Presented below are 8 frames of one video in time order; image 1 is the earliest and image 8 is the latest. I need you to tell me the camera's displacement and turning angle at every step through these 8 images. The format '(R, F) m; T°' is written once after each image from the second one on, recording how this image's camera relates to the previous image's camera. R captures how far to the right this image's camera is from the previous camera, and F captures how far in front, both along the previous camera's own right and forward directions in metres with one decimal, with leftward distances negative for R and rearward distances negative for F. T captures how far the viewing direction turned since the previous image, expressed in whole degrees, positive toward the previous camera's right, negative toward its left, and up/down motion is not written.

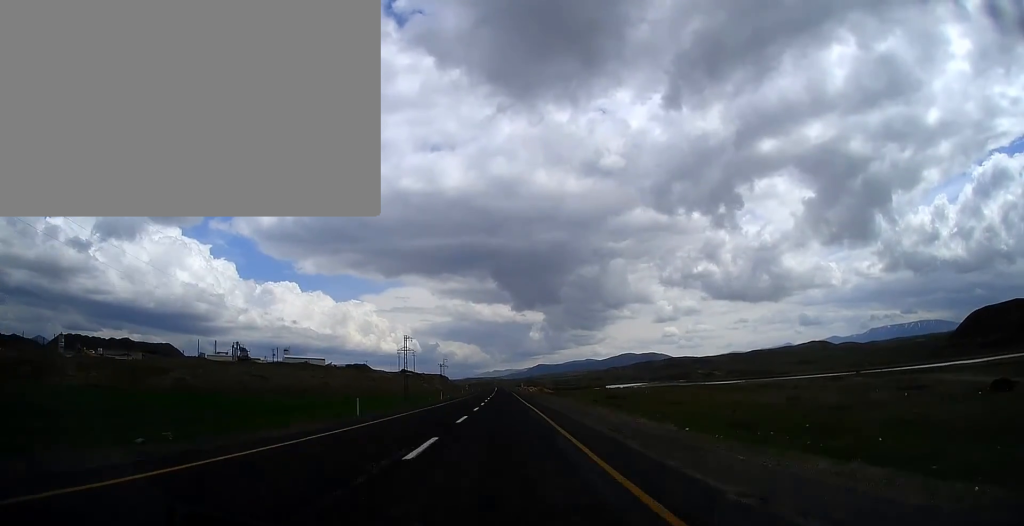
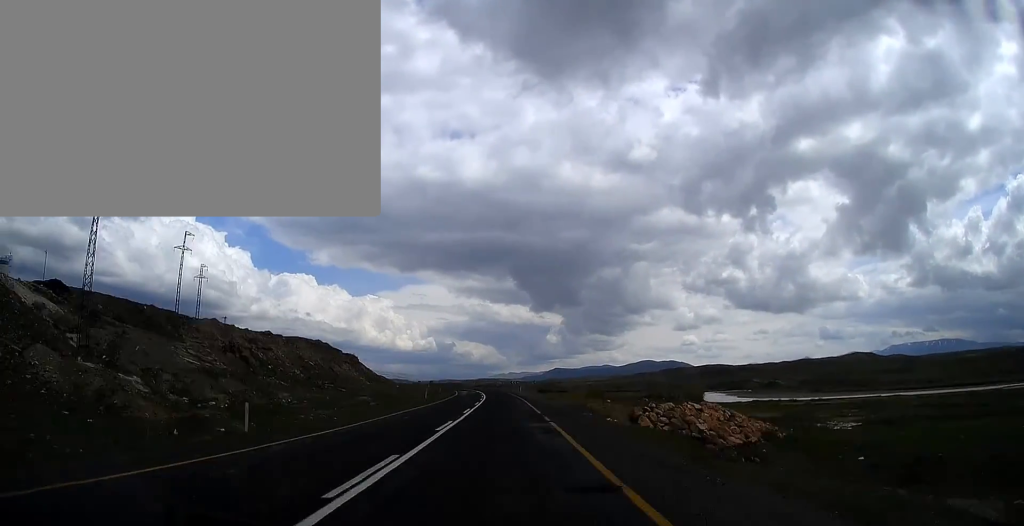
(-2.4, +260.0) m; -7°
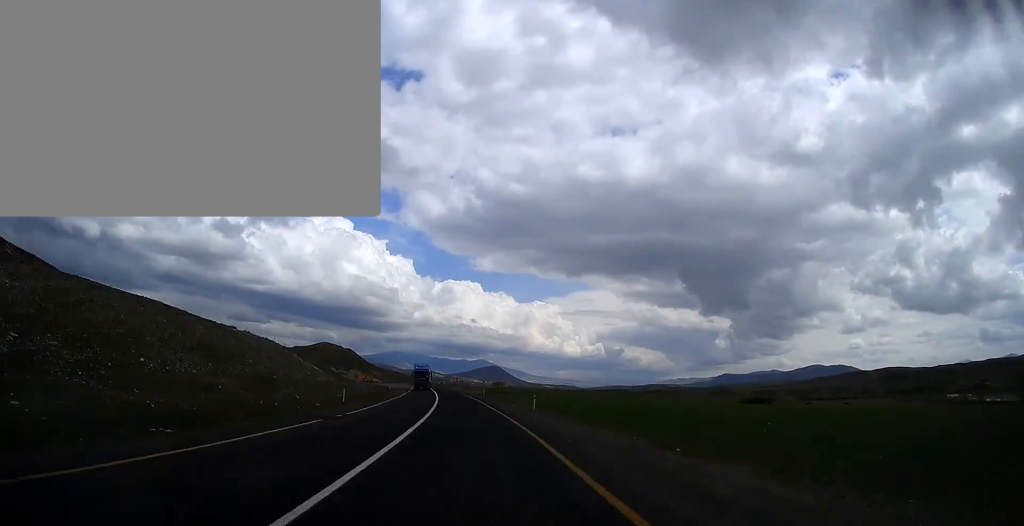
(-18.7, +169.4) m; -13°
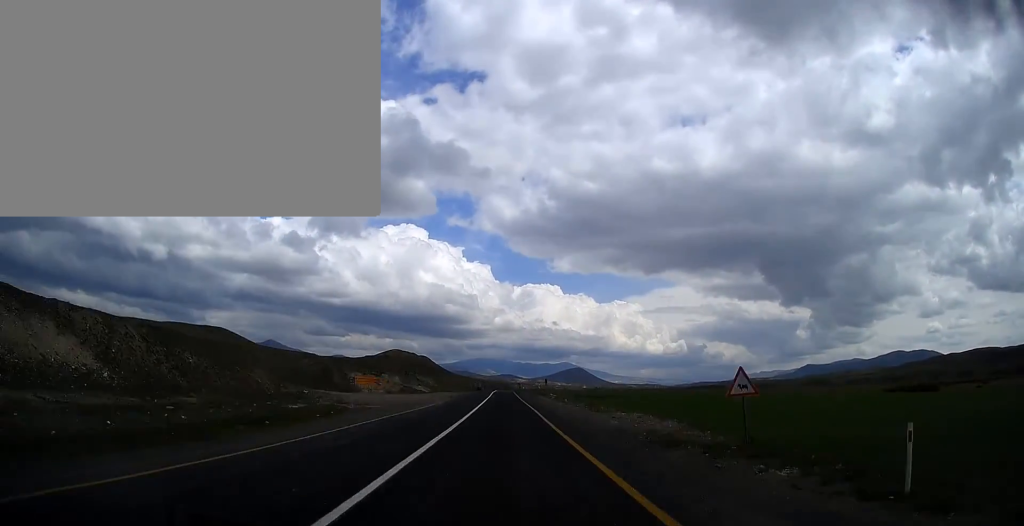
(-7.2, +82.8) m; -3°
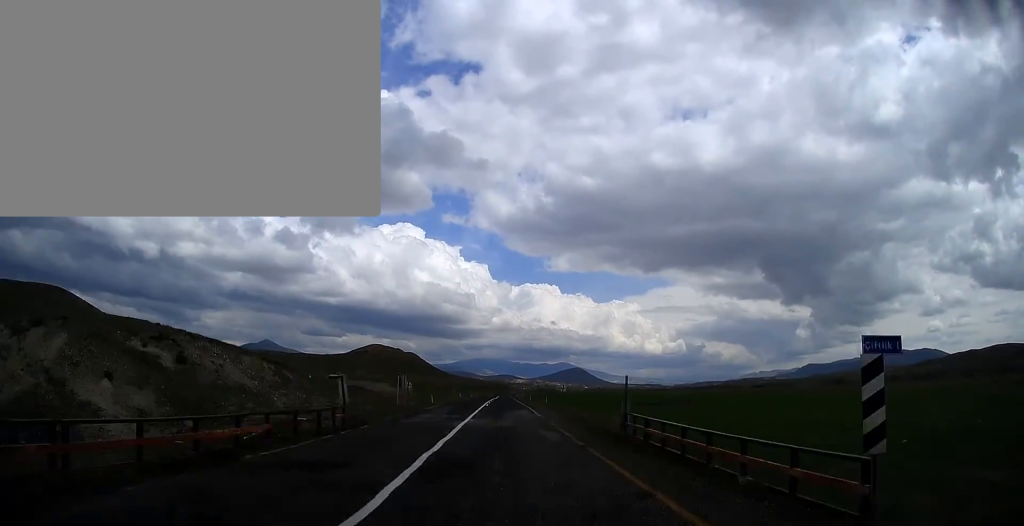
(-5.1, +128.3) m; -2°
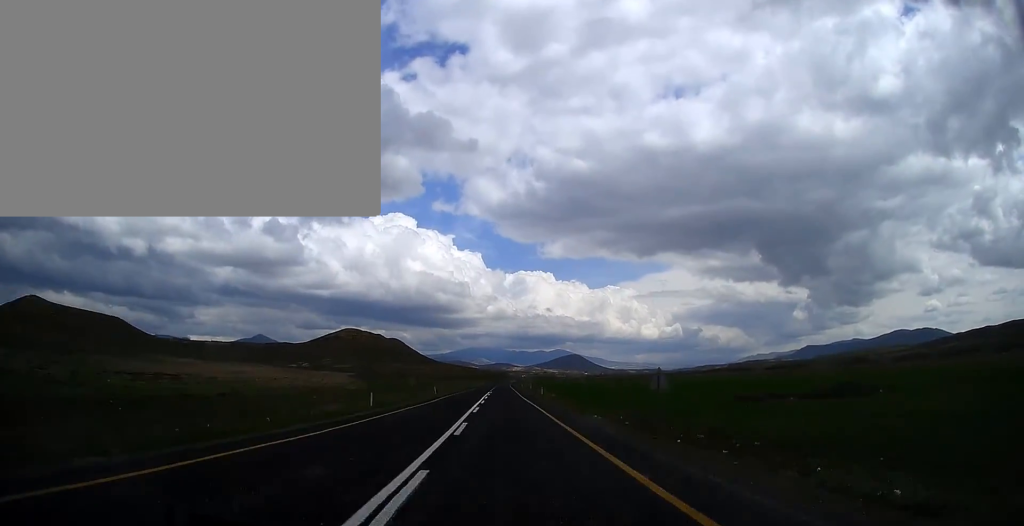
(+0.1, +112.1) m; 0°
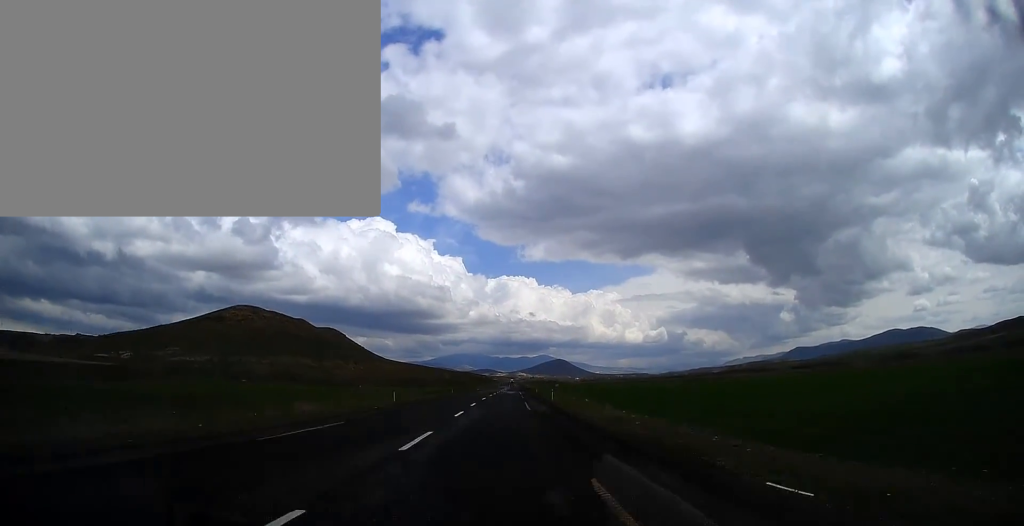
(+4.3, +249.7) m; +2°
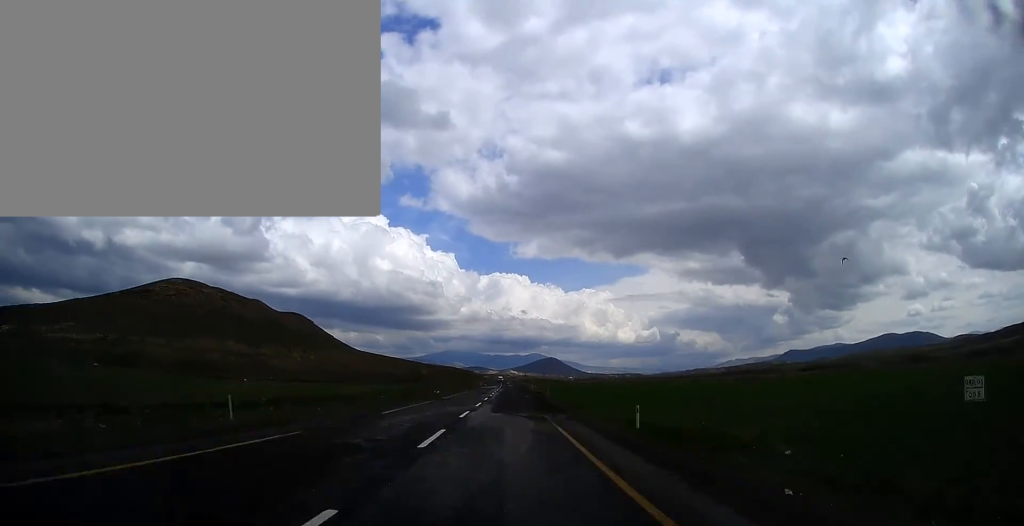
(+0.3, +81.8) m; +1°
